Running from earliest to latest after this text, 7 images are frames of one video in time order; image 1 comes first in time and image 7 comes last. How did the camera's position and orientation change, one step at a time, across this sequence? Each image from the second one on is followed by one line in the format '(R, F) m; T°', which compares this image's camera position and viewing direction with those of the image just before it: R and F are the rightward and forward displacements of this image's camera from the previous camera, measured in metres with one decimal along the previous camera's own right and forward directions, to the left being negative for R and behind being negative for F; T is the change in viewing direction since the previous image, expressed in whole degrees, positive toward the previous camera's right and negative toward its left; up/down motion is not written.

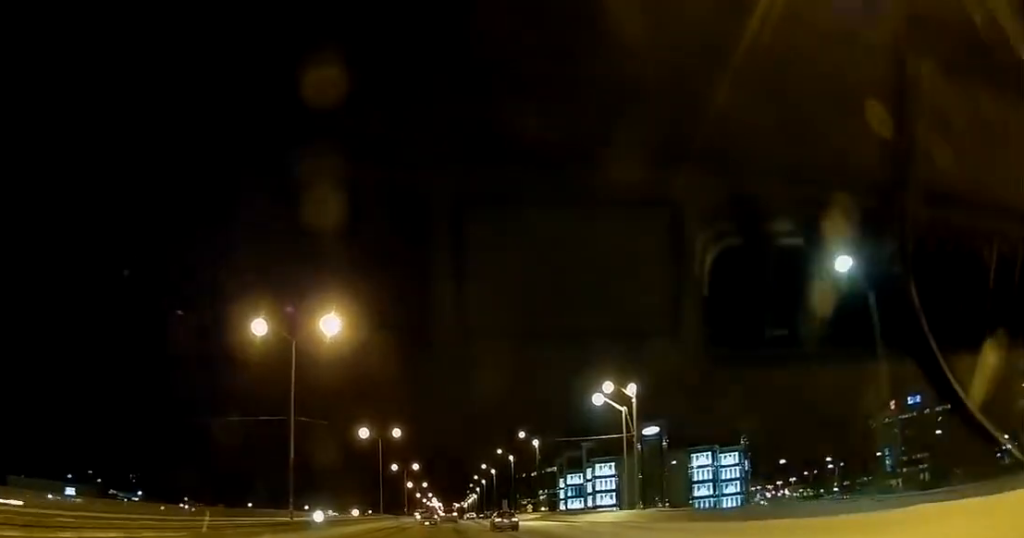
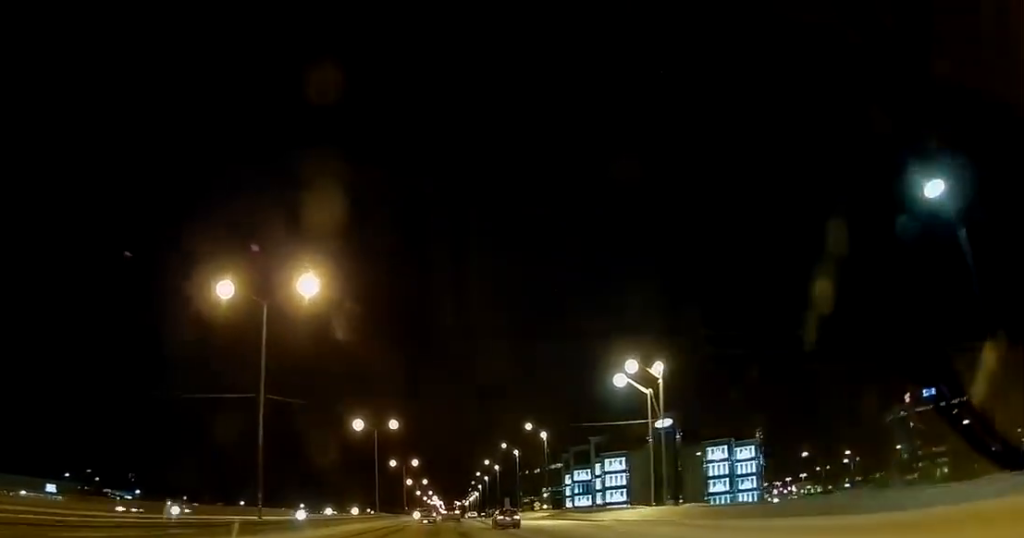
(0.0, +9.3) m; 0°
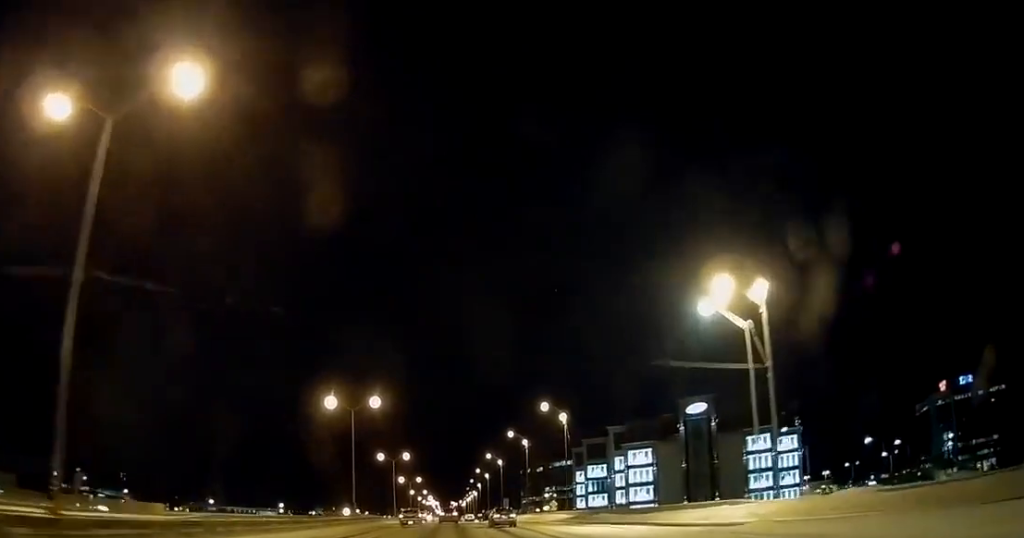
(+0.3, +23.8) m; +1°
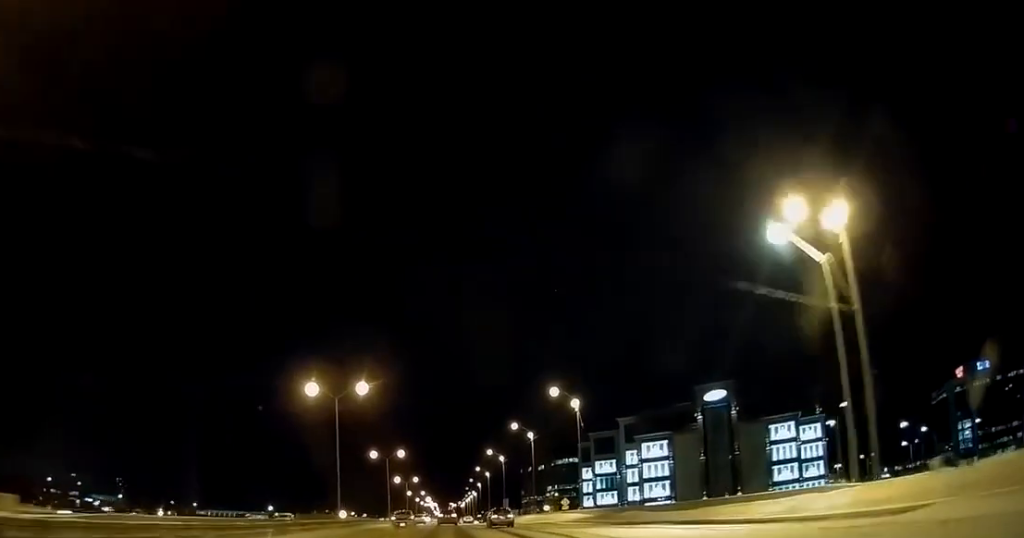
(0.0, +11.1) m; 0°
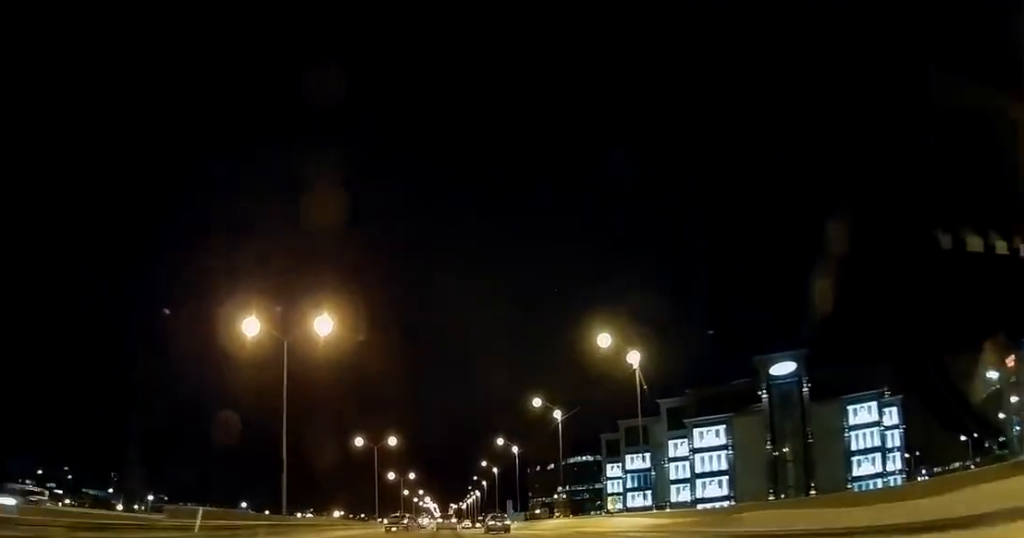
(0.0, +26.6) m; 0°
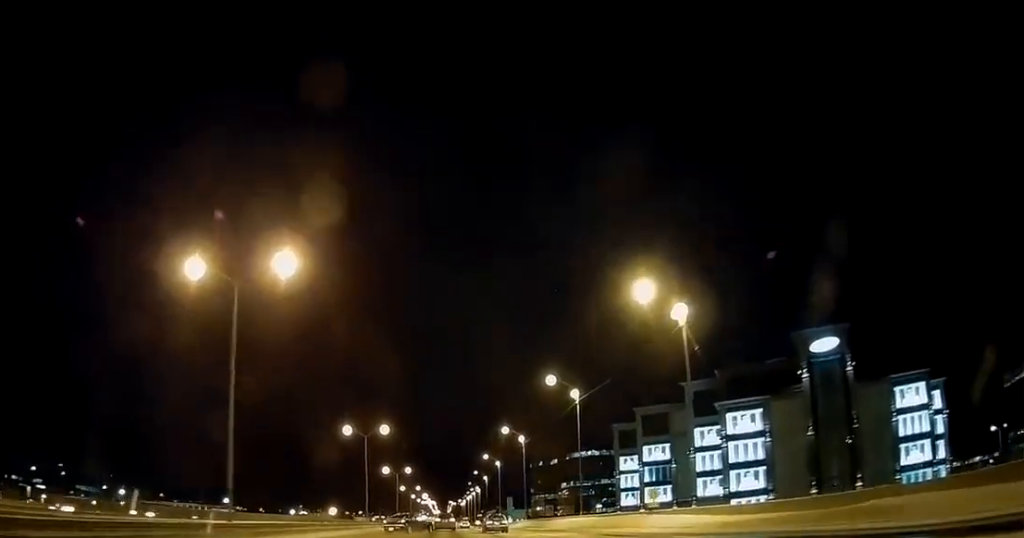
(-0.1, +12.8) m; 0°
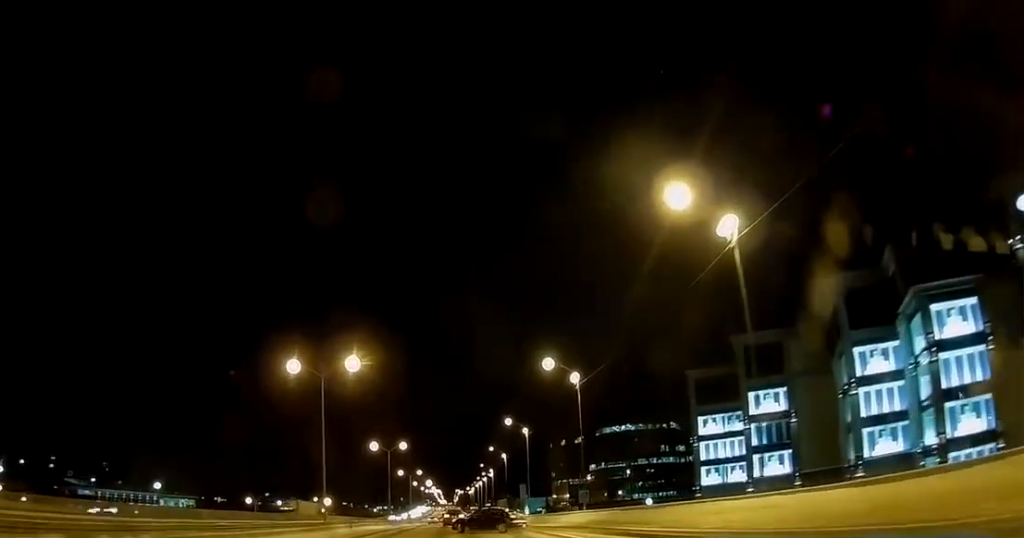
(-0.1, +43.7) m; 0°
